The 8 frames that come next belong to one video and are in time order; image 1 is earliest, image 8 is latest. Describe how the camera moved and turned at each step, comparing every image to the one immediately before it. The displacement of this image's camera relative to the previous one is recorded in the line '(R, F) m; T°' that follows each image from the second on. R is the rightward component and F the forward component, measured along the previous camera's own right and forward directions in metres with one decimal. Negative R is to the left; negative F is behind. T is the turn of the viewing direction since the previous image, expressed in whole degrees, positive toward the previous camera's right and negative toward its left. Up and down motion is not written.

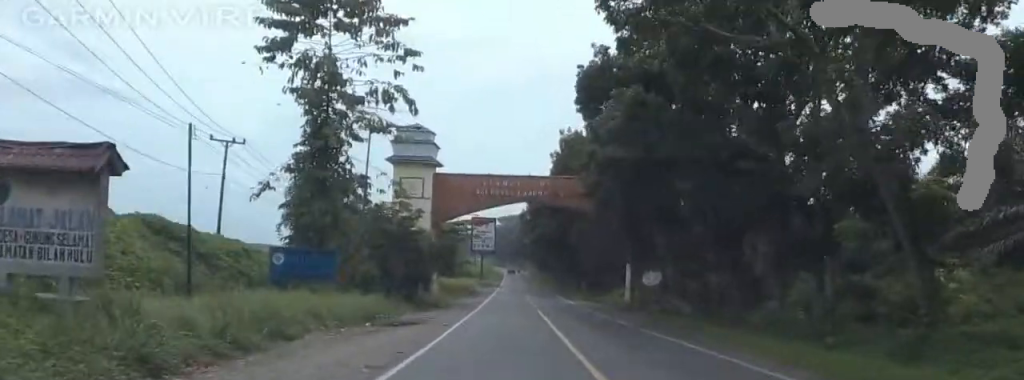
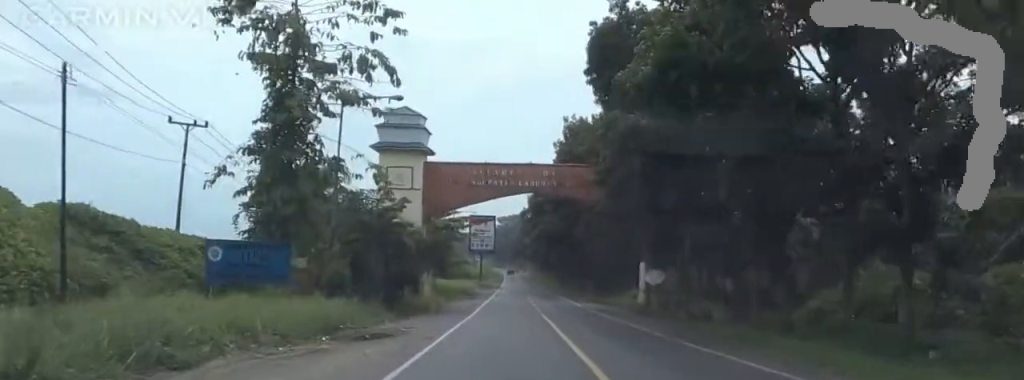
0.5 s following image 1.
(-0.1, +7.6) m; +1°
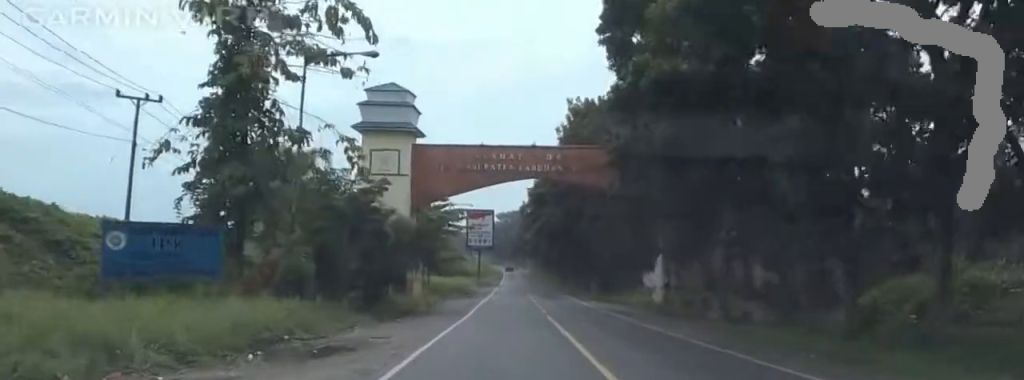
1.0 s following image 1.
(+0.2, +7.0) m; +1°
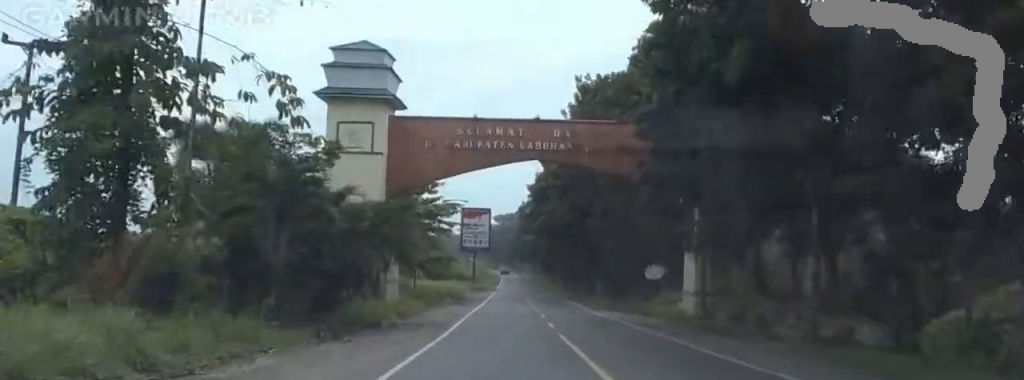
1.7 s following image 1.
(+0.2, +10.6) m; +1°
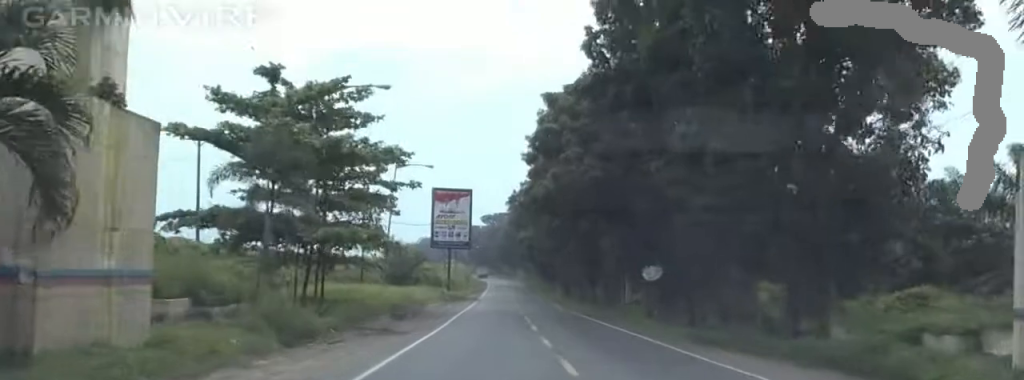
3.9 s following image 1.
(-0.4, +32.4) m; -3°
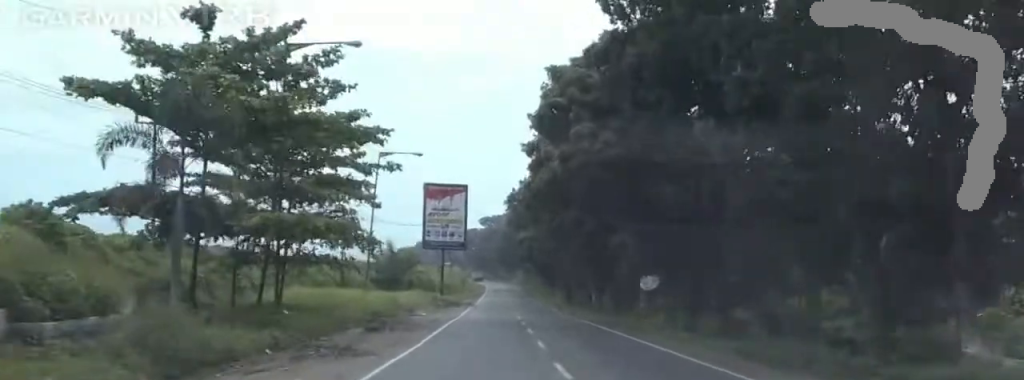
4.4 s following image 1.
(-0.1, +7.7) m; -1°
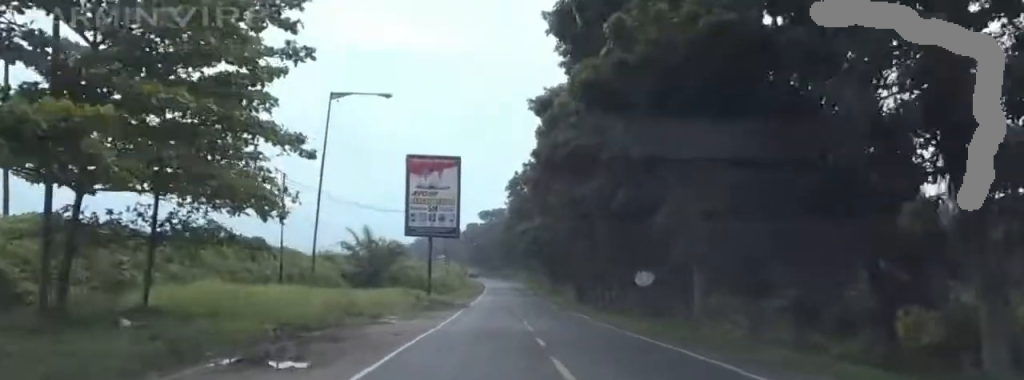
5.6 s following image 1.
(0.0, +16.3) m; 0°
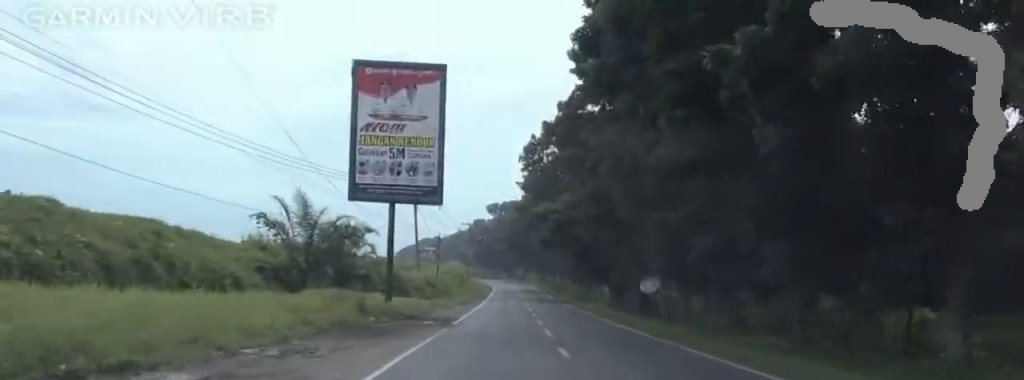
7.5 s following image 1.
(0.0, +28.1) m; 0°
